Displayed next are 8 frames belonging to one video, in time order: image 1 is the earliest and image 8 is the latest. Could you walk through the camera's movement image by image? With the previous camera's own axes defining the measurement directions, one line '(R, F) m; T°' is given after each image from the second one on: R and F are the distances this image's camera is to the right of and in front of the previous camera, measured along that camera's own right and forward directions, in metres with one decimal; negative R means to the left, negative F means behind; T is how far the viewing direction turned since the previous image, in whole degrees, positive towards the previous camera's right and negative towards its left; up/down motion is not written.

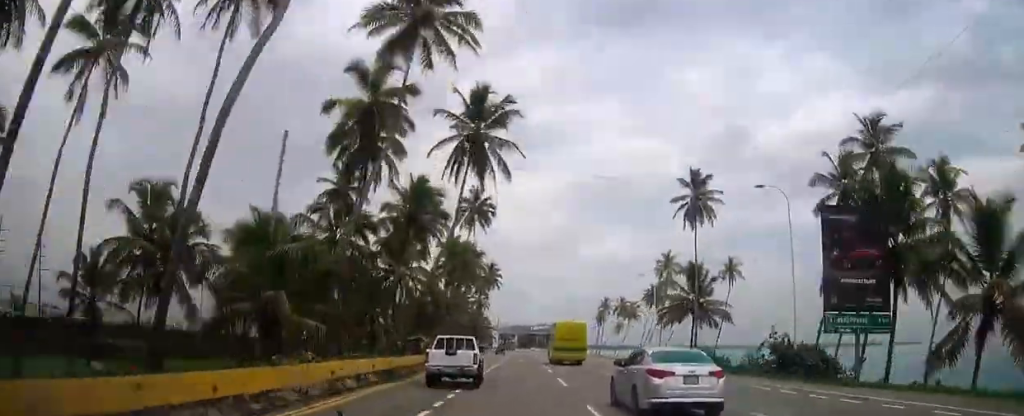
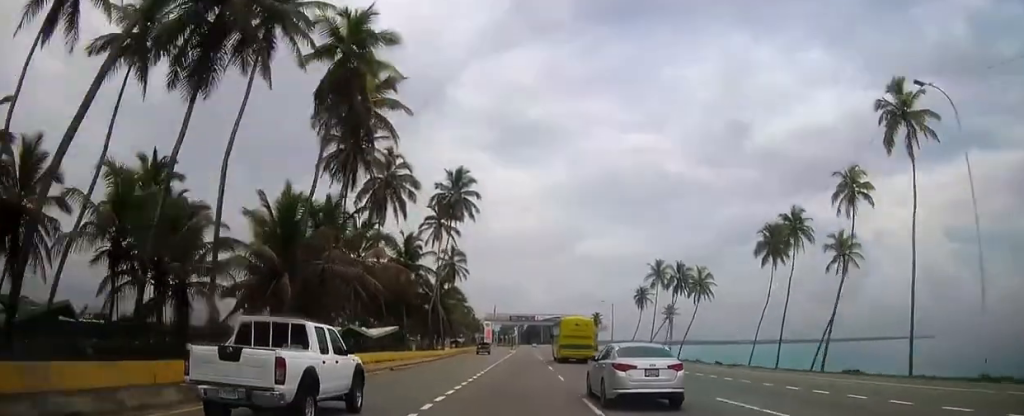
(-0.1, +68.1) m; 0°
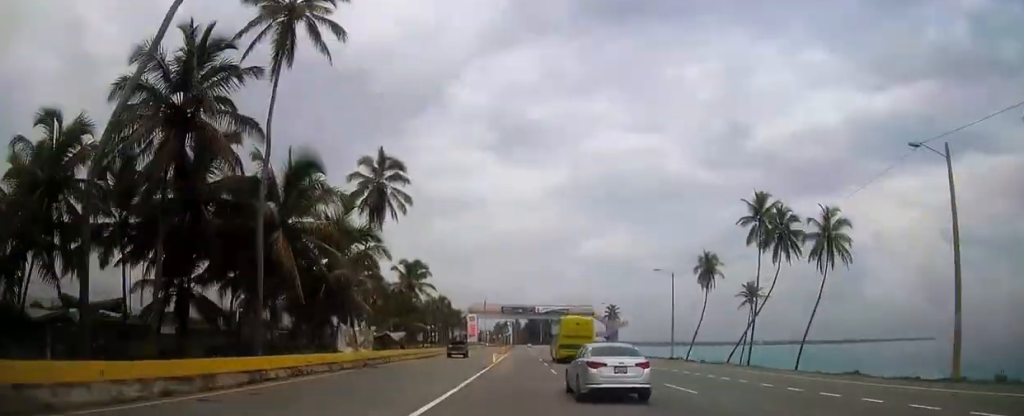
(0.0, +50.3) m; 0°
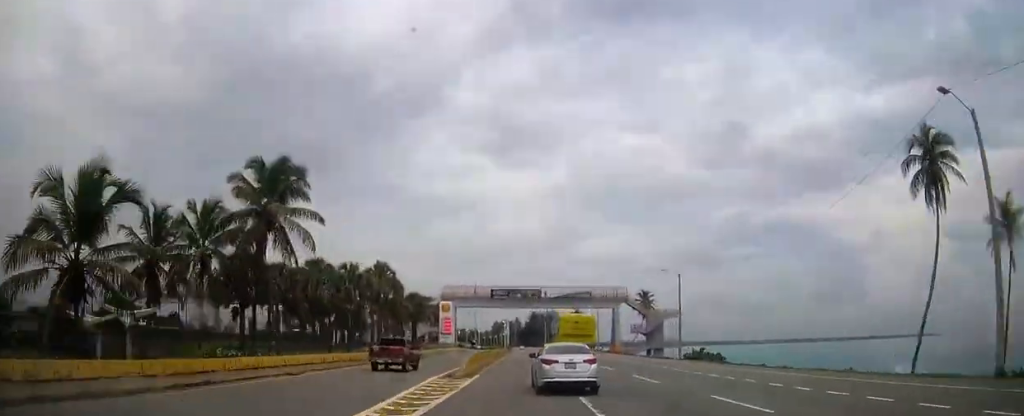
(0.0, +51.1) m; 0°
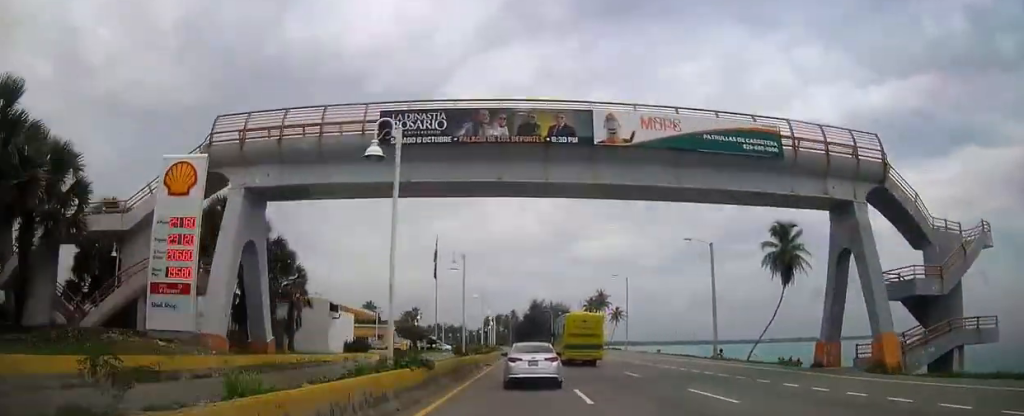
(0.0, +78.4) m; 0°
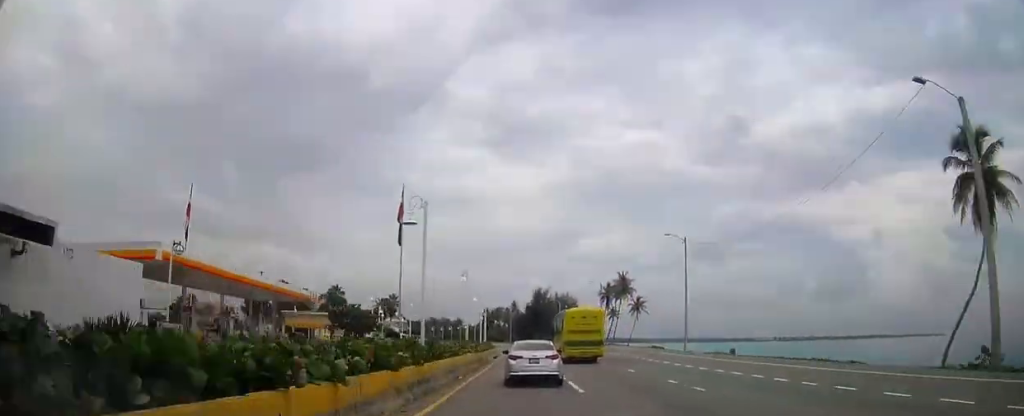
(-0.1, +31.9) m; -1°
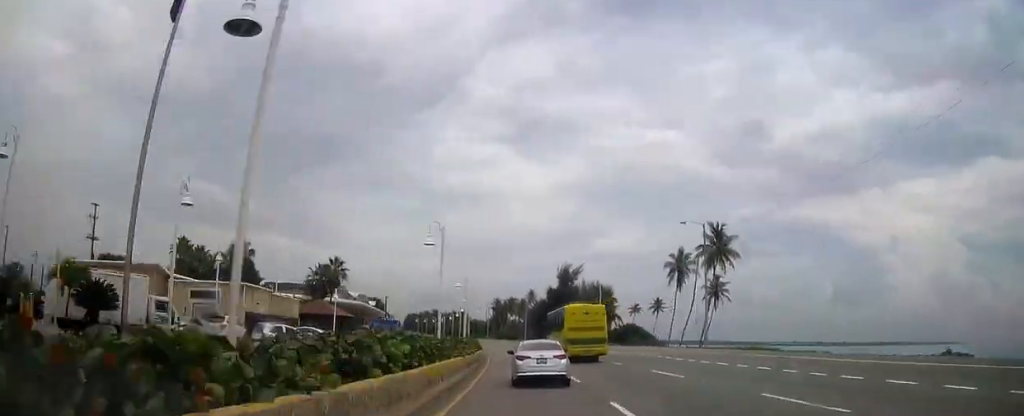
(-0.3, +54.0) m; -2°
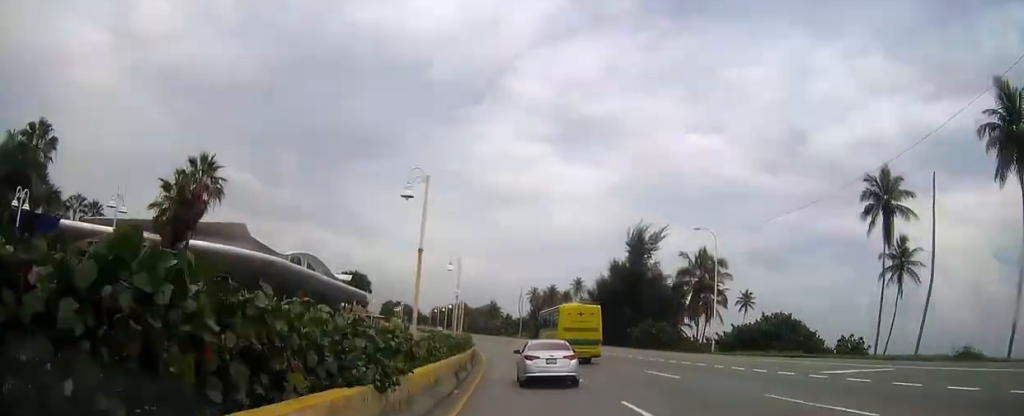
(-0.7, +48.2) m; -3°
